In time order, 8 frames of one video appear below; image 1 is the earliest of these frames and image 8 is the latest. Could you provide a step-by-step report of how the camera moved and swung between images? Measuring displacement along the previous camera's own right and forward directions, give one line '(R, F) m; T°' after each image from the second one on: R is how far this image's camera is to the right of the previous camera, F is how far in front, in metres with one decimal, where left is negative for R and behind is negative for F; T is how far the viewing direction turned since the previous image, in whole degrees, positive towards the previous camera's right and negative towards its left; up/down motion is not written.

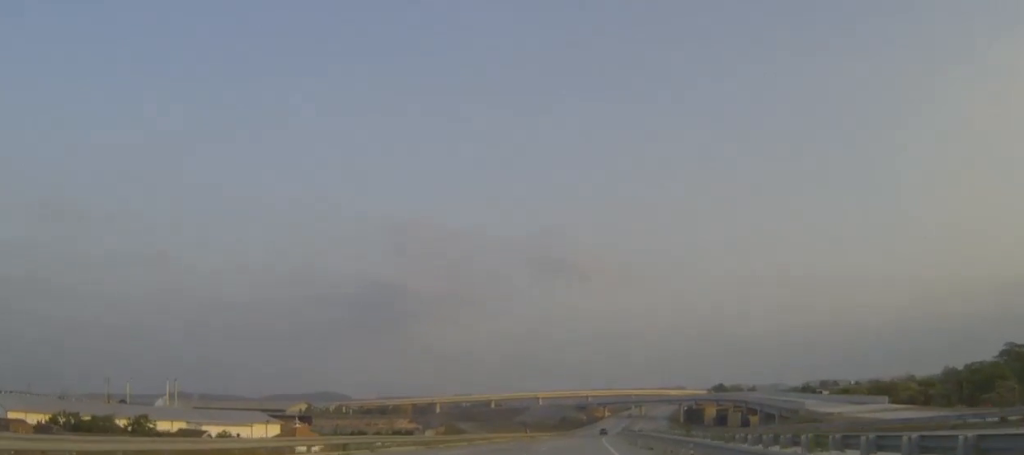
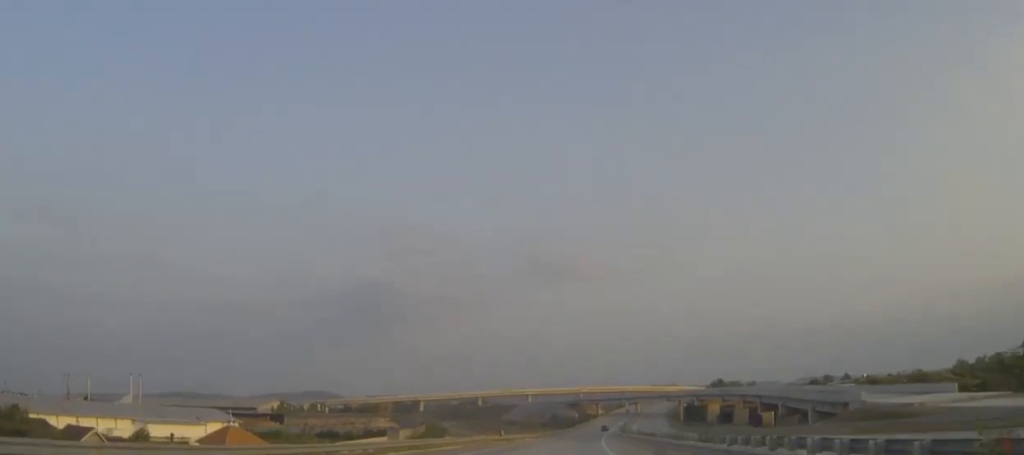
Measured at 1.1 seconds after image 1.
(+0.2, +24.6) m; +1°
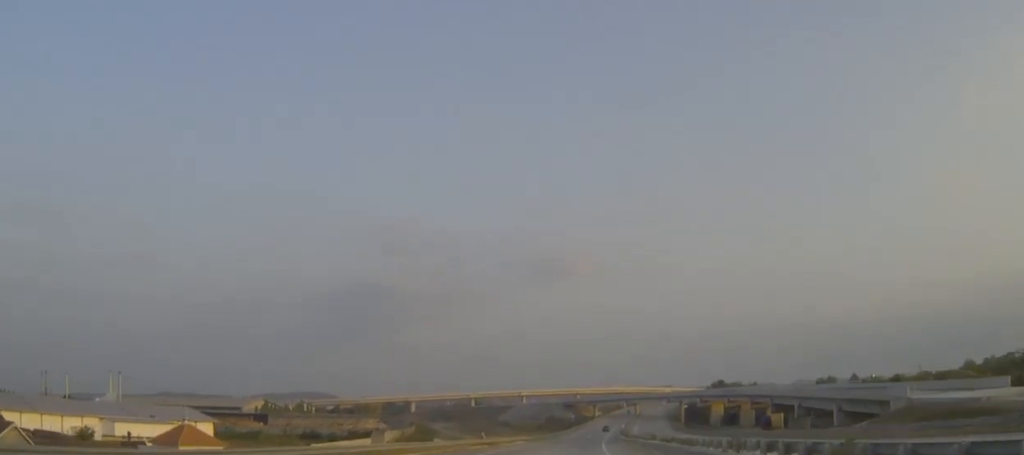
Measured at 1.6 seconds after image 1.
(0.0, +13.3) m; 0°
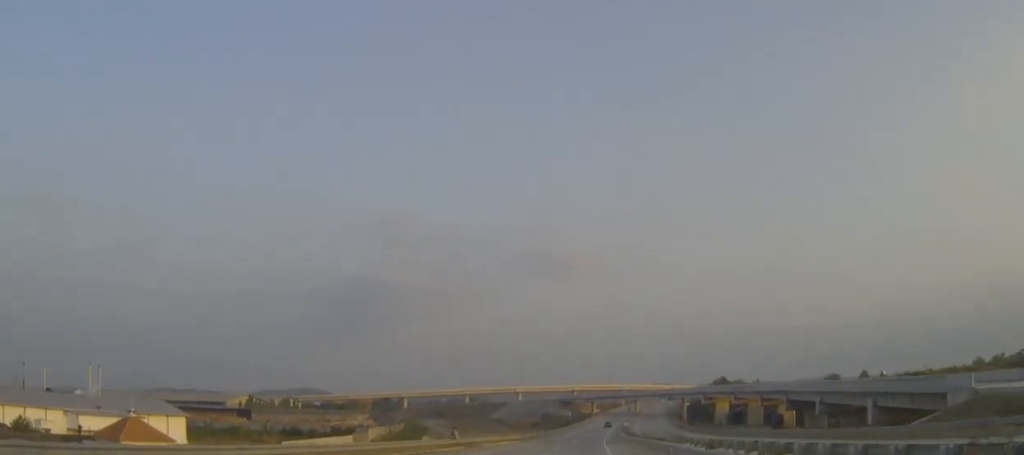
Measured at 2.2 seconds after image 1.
(+0.1, +13.5) m; 0°
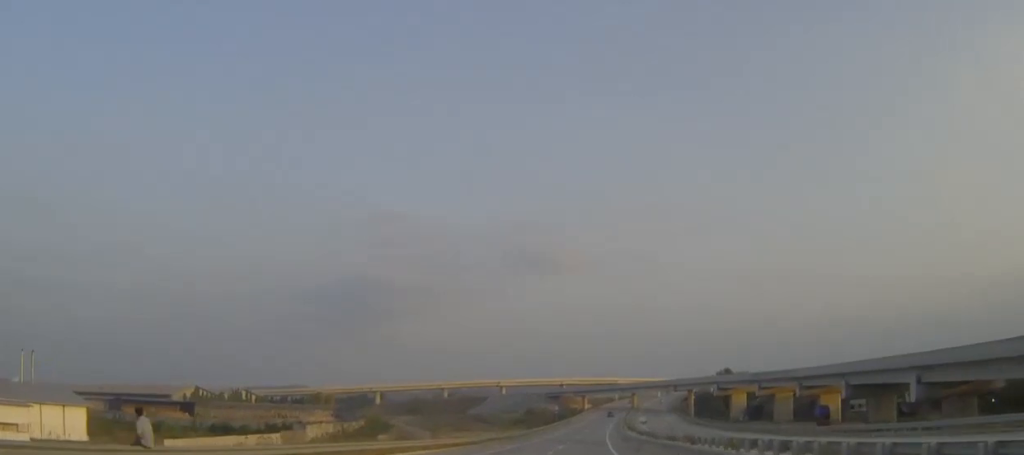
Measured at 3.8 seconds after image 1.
(+0.3, +38.9) m; +1°
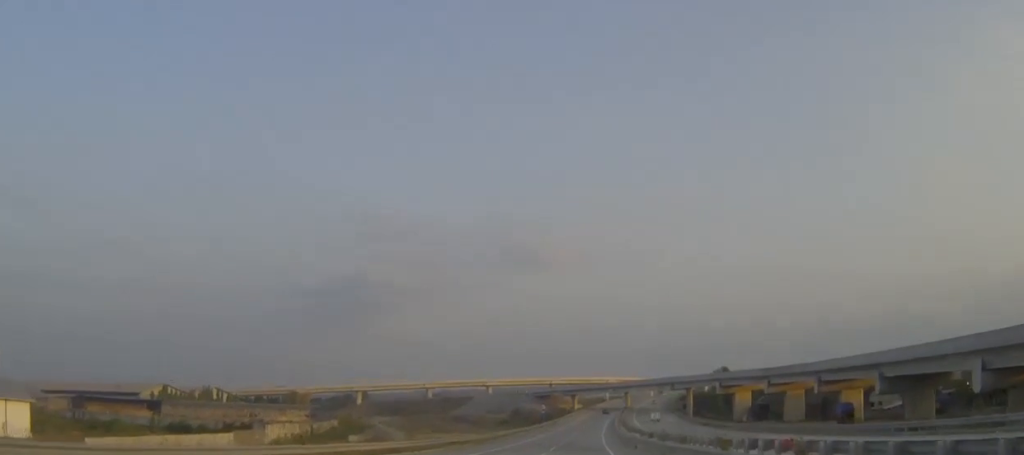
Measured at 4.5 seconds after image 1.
(0.0, +16.8) m; 0°
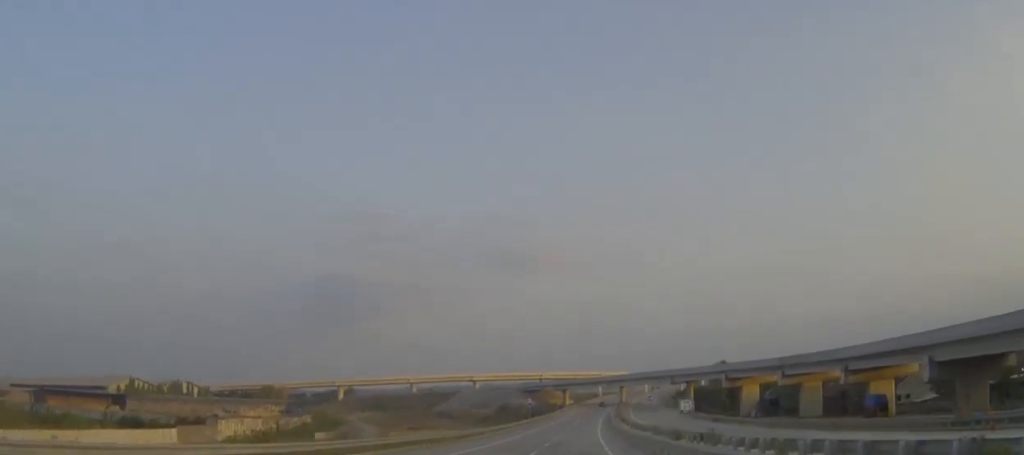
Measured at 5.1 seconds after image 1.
(0.0, +17.0) m; 0°
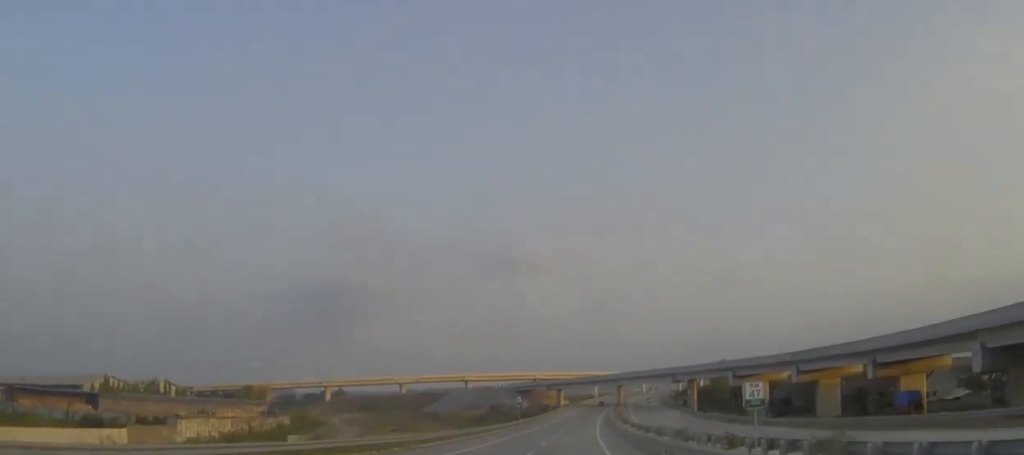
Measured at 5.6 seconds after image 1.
(0.0, +12.9) m; 0°
